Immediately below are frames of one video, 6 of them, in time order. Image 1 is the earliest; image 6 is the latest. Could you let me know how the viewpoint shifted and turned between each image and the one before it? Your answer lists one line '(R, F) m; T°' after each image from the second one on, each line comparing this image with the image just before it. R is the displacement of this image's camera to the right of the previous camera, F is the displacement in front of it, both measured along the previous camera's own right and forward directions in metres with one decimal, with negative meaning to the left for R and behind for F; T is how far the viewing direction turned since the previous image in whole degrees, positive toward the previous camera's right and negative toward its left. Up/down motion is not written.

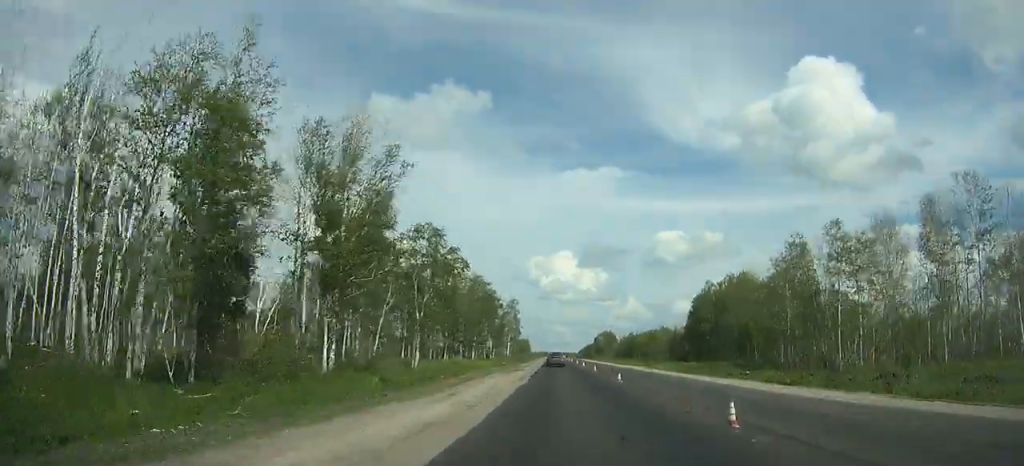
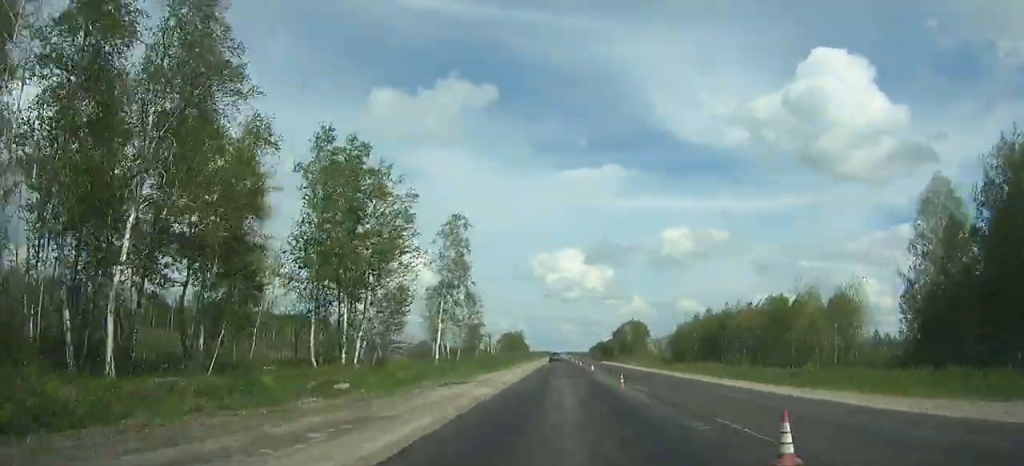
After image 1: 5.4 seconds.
(-3.0, +105.6) m; -3°
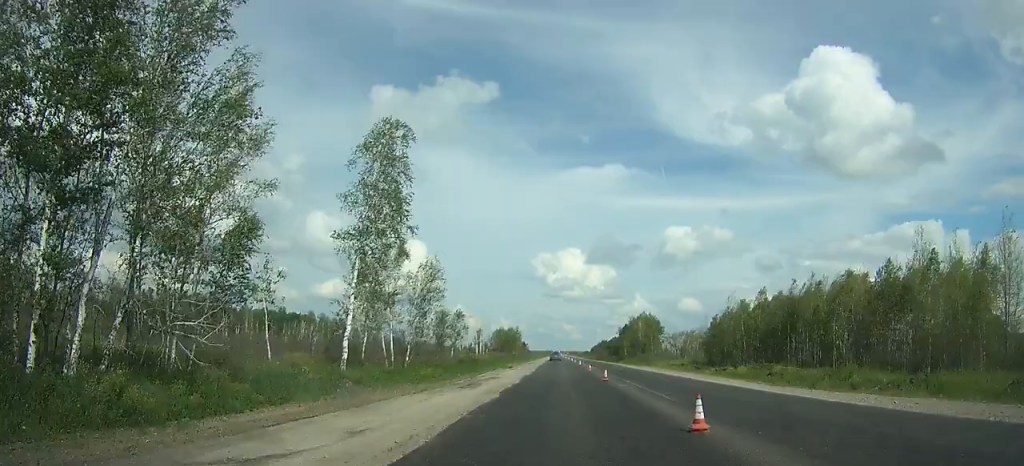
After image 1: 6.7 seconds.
(+0.1, +28.6) m; 0°
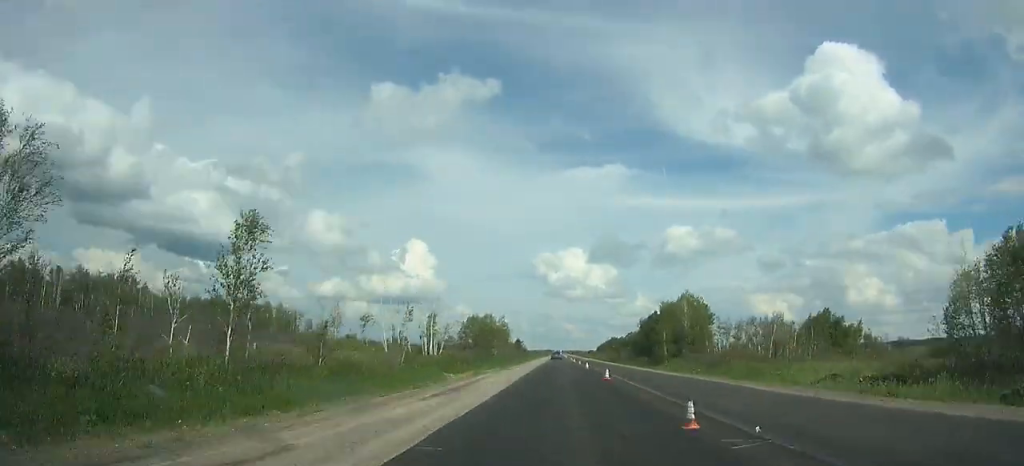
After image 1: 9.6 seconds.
(+0.6, +65.8) m; +1°
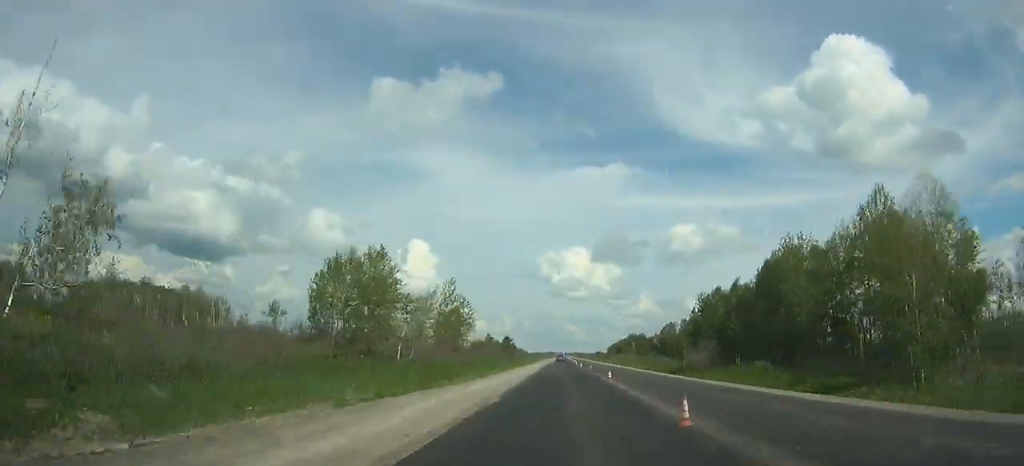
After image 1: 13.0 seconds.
(0.0, +79.9) m; 0°
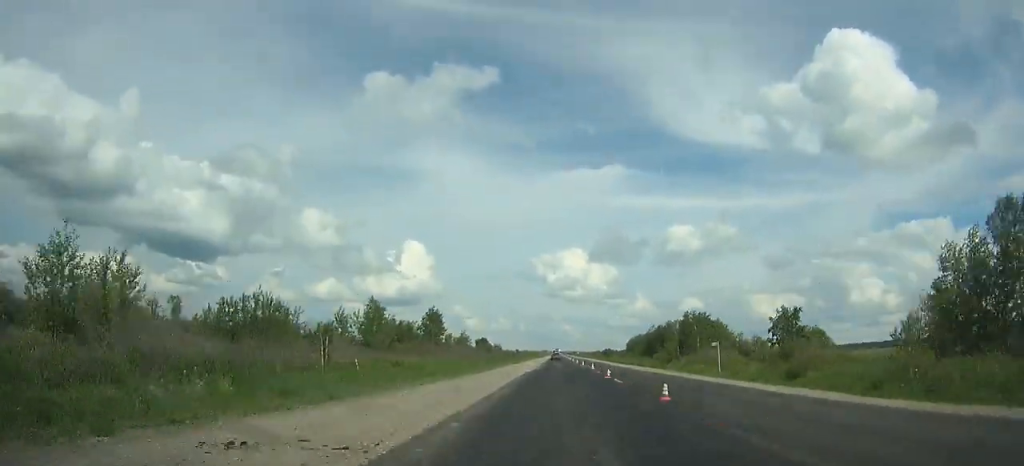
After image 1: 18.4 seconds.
(0.0, +134.2) m; 0°
